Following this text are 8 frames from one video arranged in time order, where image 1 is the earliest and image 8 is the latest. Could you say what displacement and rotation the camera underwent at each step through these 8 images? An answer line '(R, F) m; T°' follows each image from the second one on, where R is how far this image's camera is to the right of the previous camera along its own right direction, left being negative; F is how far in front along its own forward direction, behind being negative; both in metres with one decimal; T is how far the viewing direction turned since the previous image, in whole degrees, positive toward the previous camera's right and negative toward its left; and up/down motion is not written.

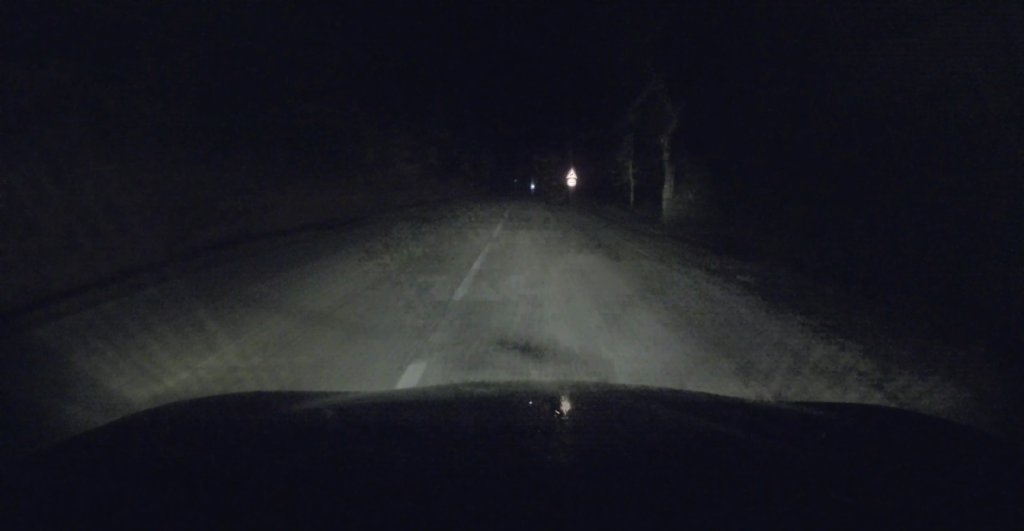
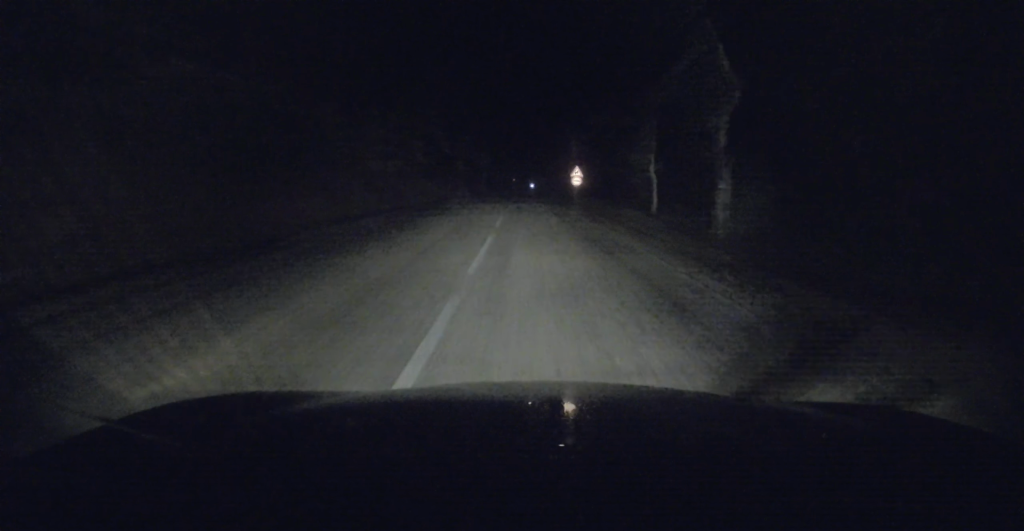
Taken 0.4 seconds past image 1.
(0.0, +6.6) m; 0°
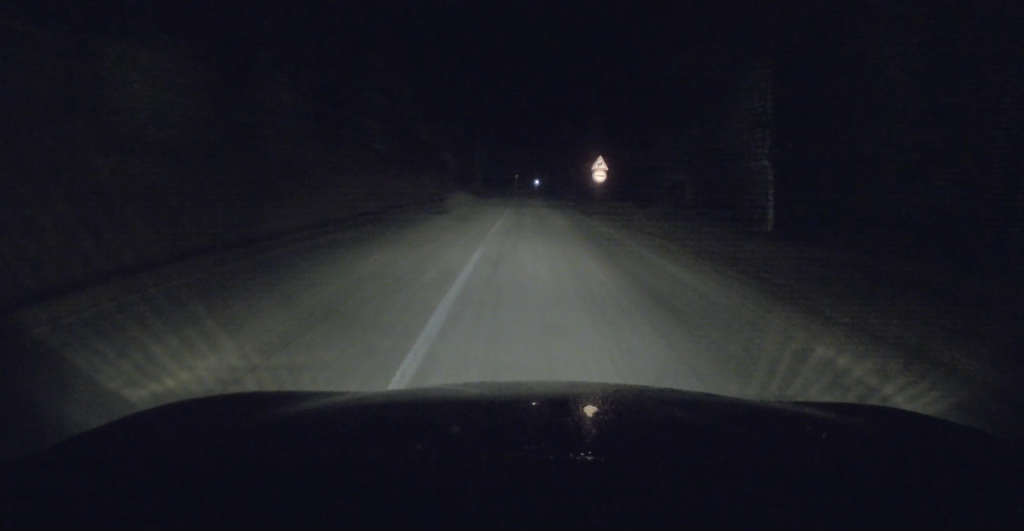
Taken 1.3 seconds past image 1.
(+0.1, +13.6) m; 0°
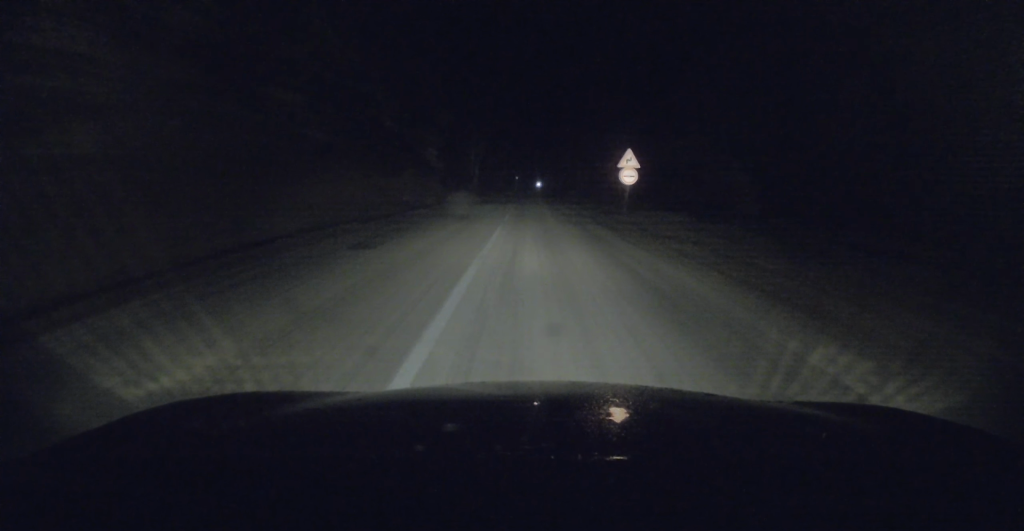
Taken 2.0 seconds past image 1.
(-0.1, +10.5) m; 0°
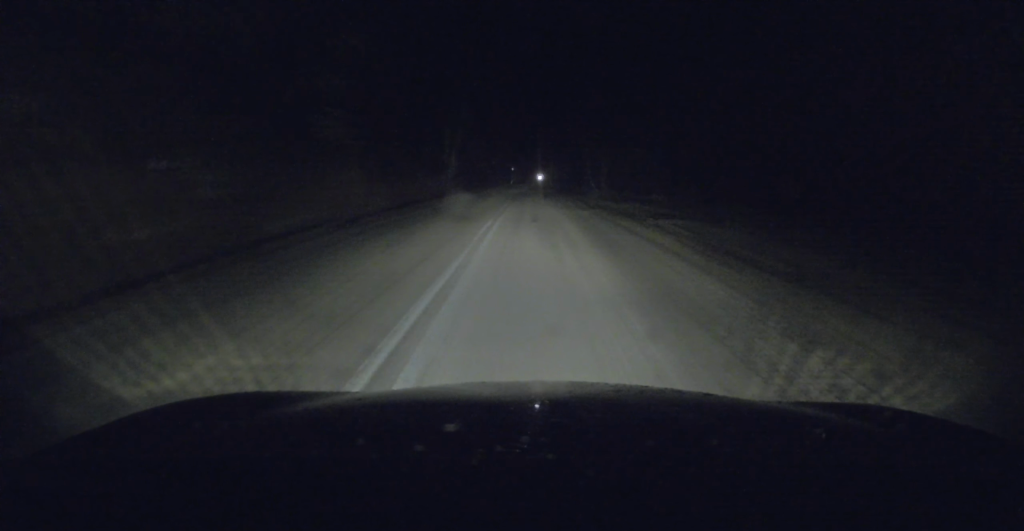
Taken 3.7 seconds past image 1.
(+0.3, +24.8) m; +1°
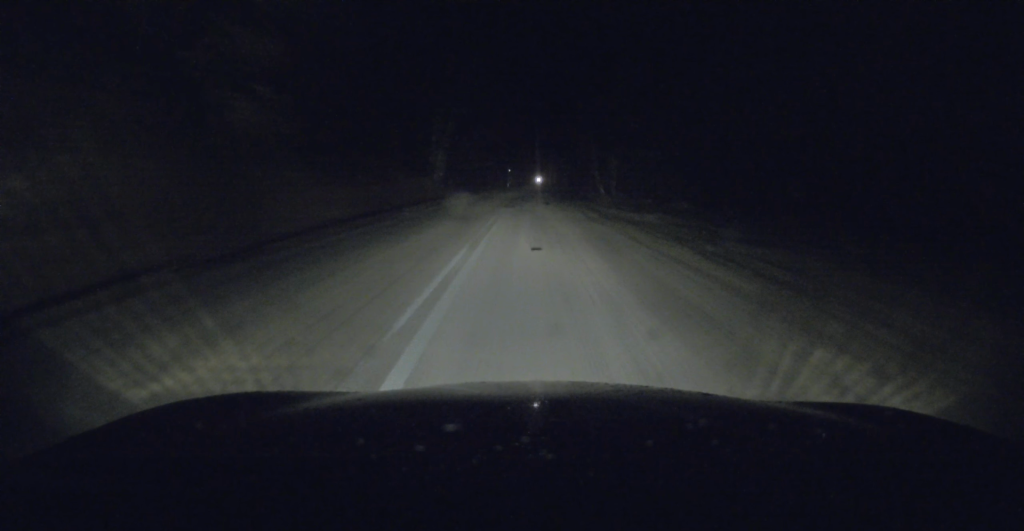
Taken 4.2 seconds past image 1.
(+0.1, +7.0) m; -1°
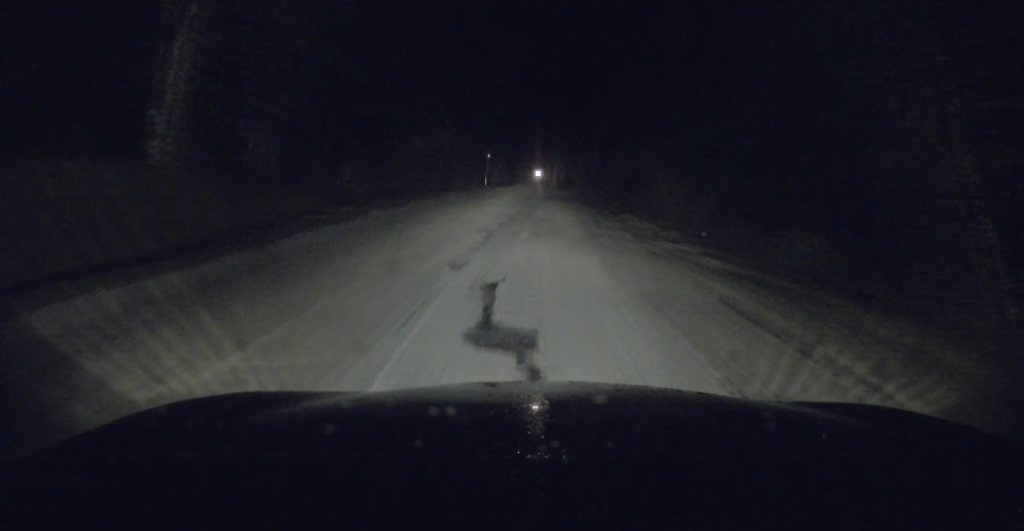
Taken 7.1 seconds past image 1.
(-0.3, +37.1) m; +2°
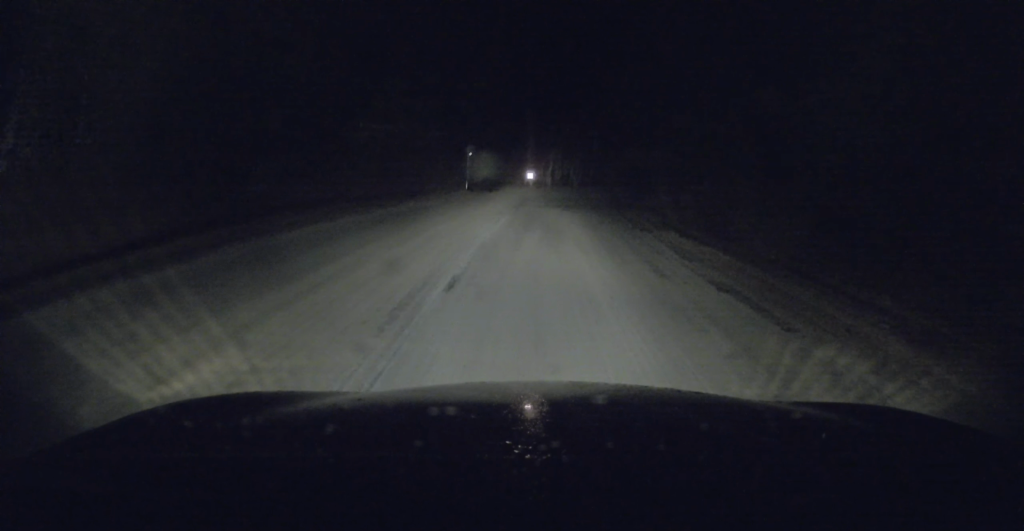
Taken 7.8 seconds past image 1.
(+0.1, +8.8) m; +2°
